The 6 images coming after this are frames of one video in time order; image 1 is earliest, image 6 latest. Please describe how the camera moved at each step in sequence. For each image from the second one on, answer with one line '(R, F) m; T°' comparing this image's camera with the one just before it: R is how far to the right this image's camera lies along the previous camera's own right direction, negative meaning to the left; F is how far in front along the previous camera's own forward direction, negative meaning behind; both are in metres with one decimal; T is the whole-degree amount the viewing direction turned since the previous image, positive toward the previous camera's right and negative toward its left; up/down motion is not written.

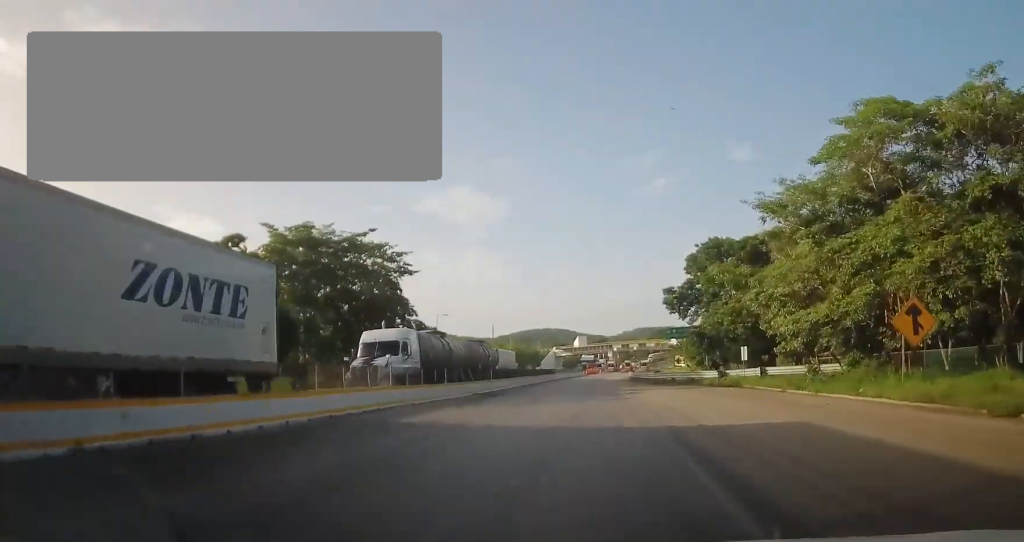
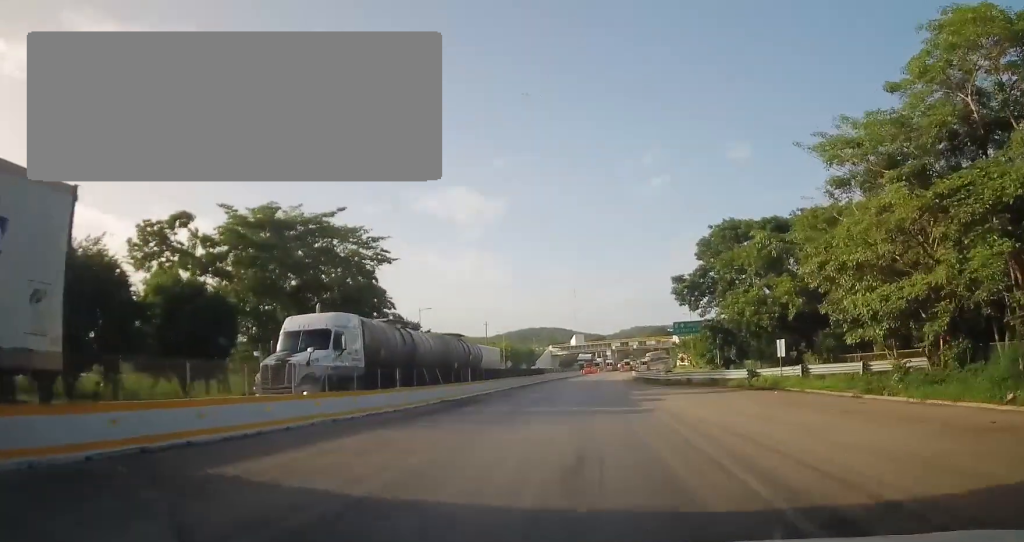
(-0.1, +8.1) m; 0°
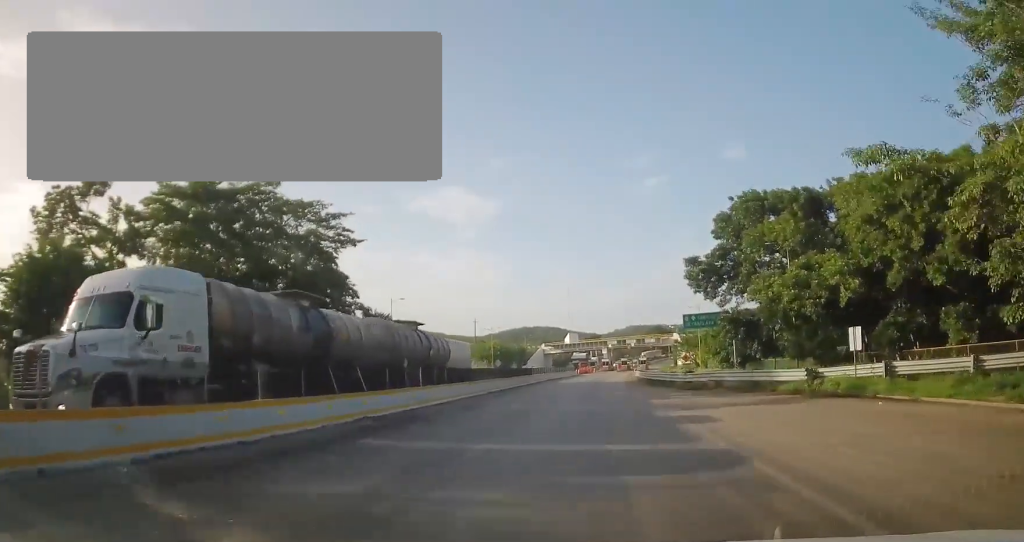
(+0.1, +10.1) m; +2°
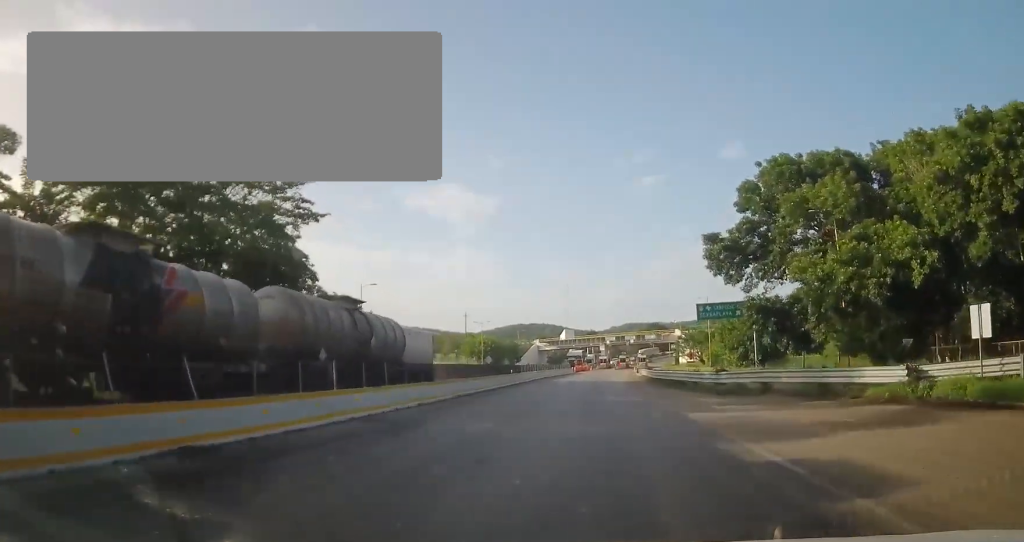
(+0.4, +8.7) m; 0°
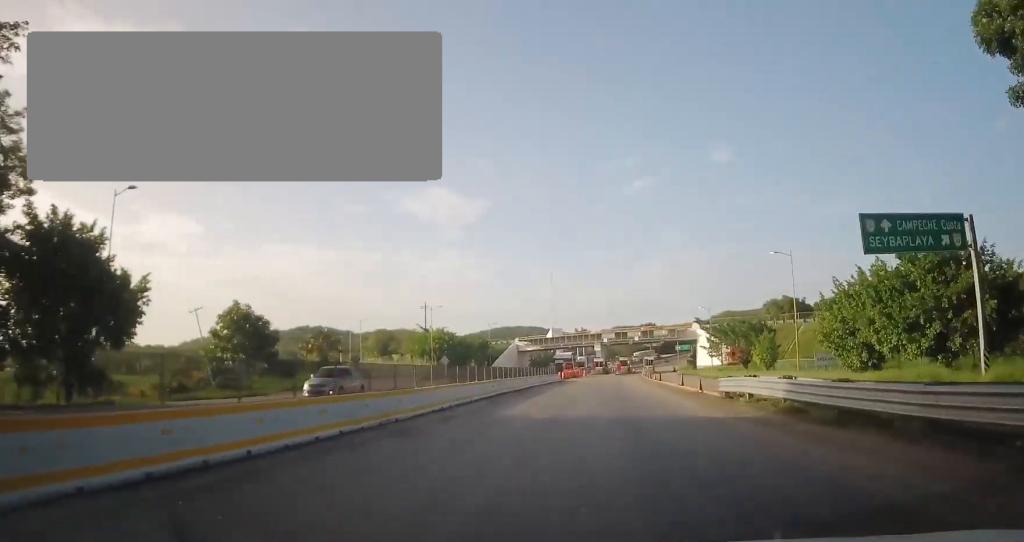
(-0.6, +33.2) m; 0°
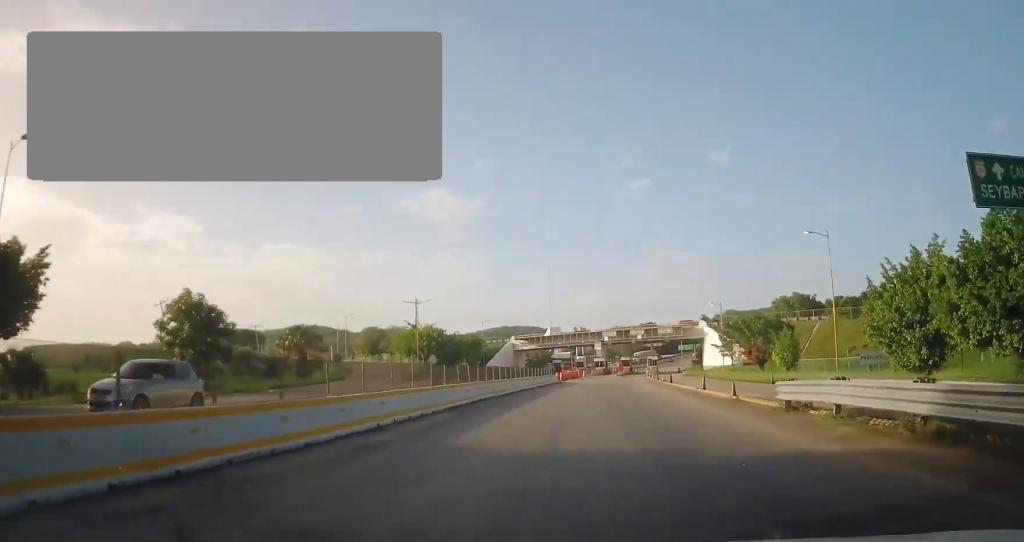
(+0.3, +7.0) m; +4°
